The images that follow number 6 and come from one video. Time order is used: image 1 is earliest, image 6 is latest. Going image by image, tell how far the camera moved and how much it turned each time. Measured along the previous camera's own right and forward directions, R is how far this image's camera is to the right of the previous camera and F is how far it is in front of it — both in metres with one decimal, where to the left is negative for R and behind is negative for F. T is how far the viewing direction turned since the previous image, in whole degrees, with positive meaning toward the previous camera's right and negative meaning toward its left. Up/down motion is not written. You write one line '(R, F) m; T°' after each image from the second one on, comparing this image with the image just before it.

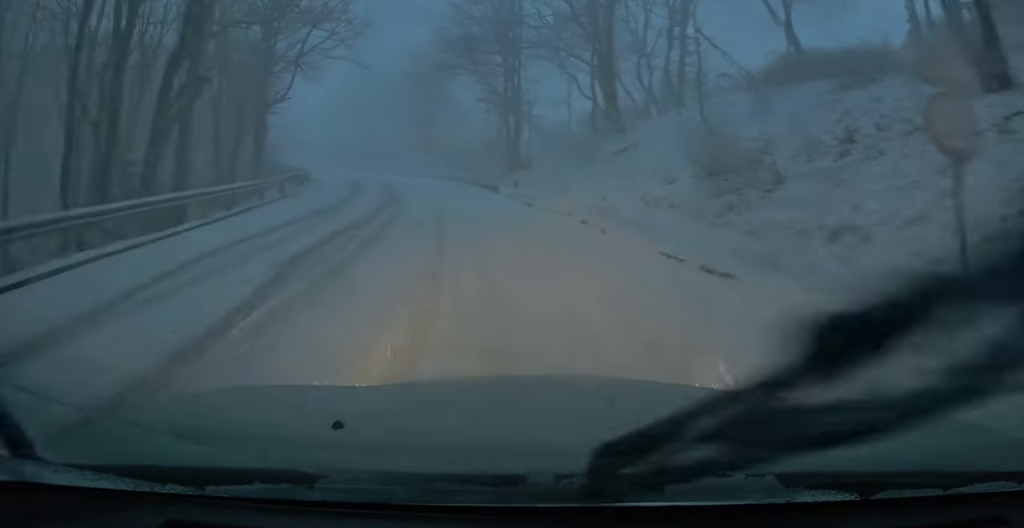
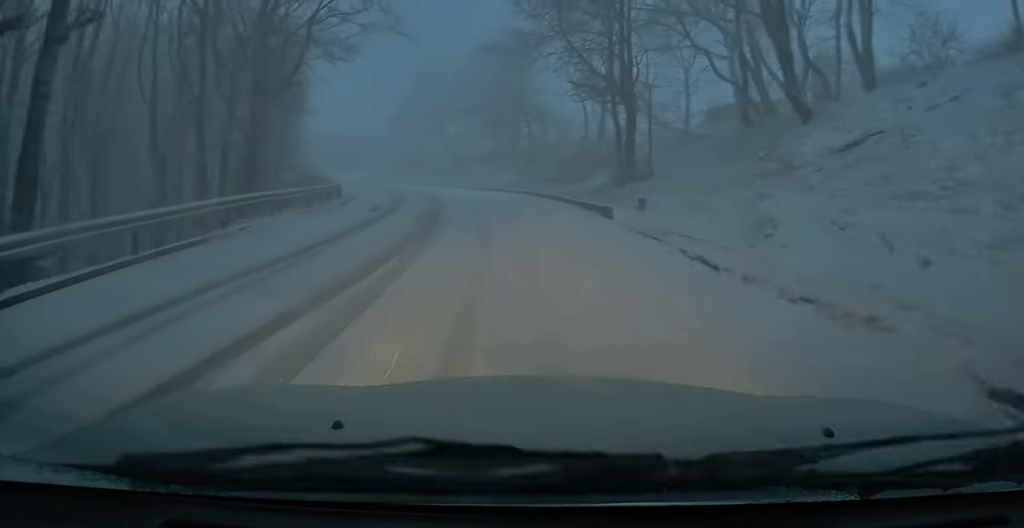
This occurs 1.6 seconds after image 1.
(-1.8, +13.3) m; -11°
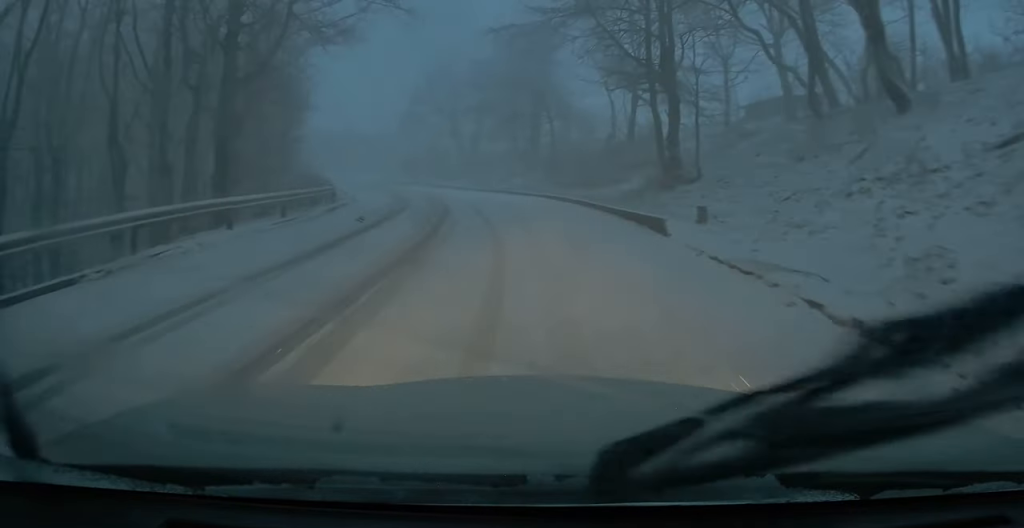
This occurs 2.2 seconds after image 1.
(-0.1, +4.9) m; -1°
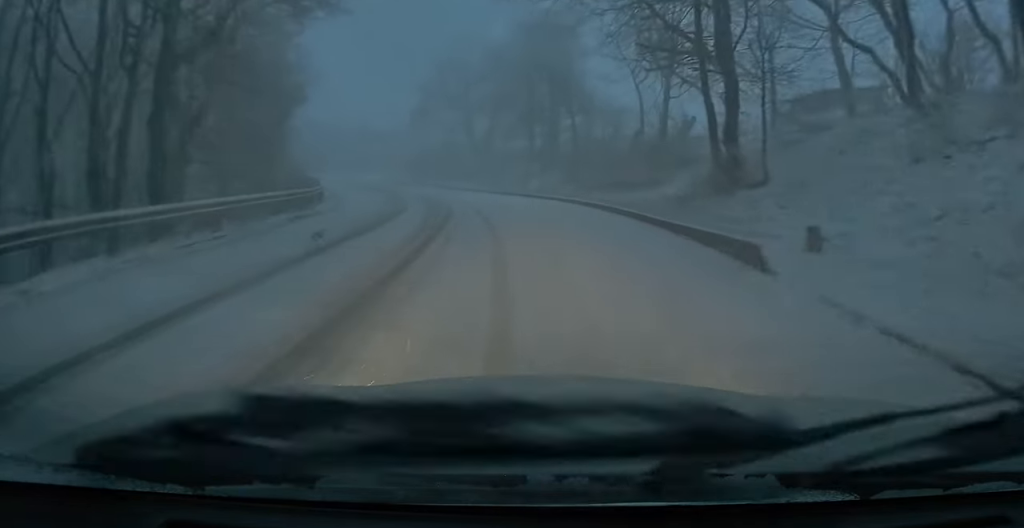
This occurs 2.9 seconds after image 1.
(+0.2, +5.5) m; +1°
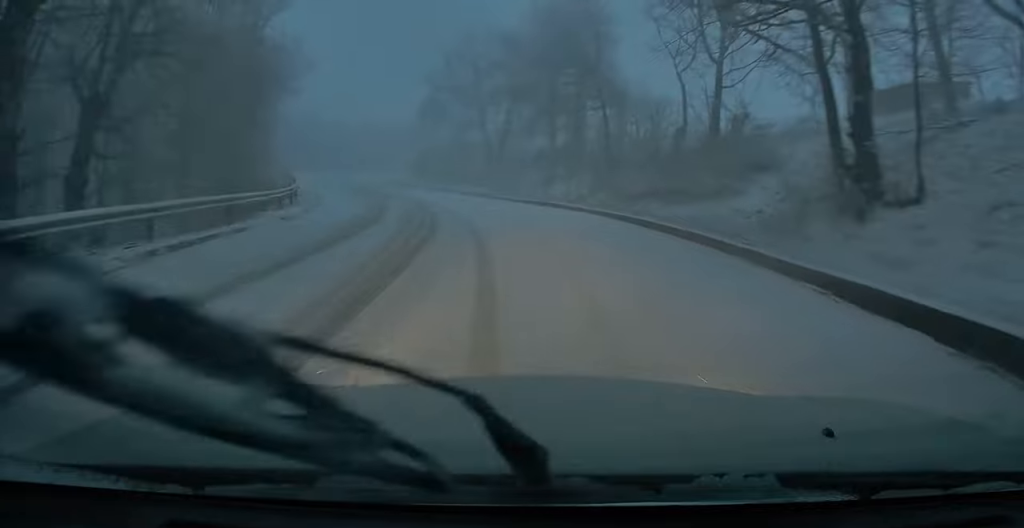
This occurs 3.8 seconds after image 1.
(-0.2, +7.3) m; +4°
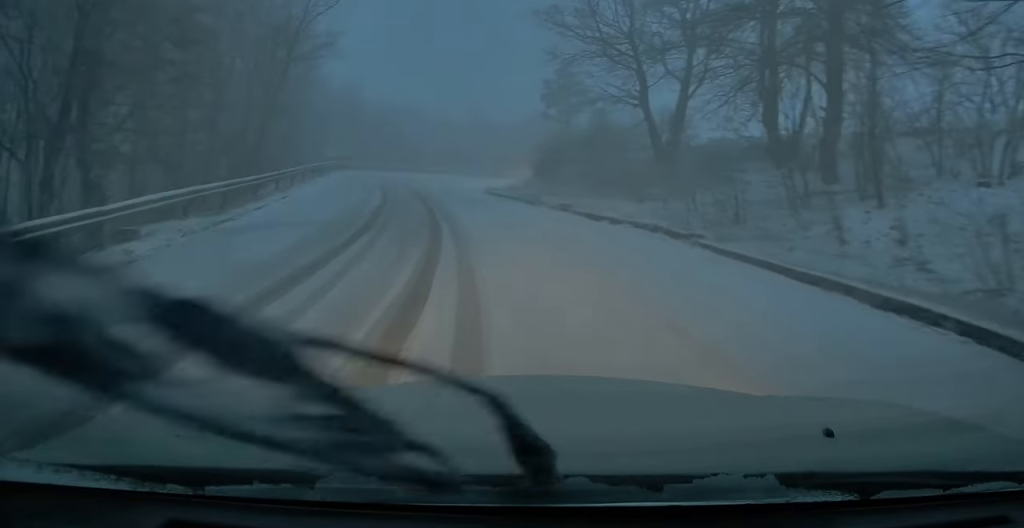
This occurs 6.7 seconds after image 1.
(-3.2, +23.0) m; -22°
